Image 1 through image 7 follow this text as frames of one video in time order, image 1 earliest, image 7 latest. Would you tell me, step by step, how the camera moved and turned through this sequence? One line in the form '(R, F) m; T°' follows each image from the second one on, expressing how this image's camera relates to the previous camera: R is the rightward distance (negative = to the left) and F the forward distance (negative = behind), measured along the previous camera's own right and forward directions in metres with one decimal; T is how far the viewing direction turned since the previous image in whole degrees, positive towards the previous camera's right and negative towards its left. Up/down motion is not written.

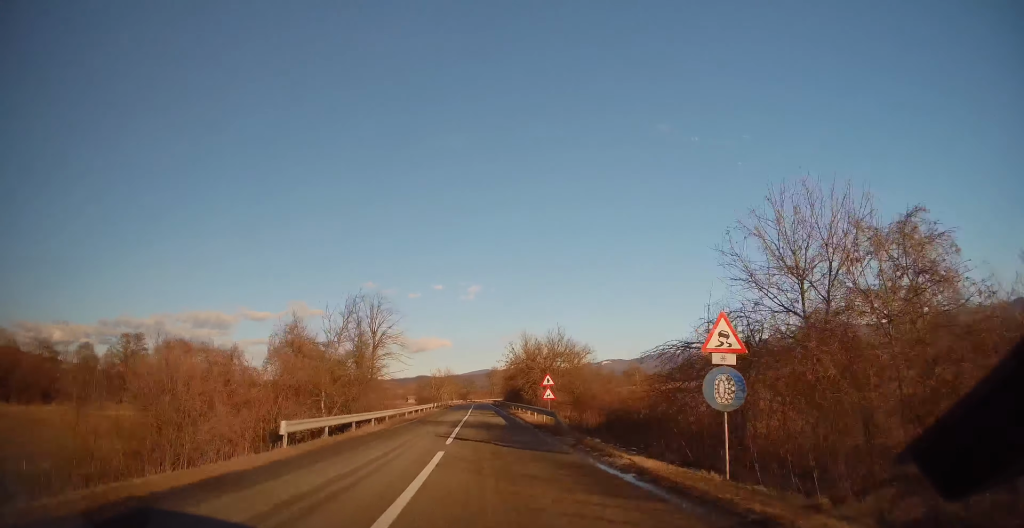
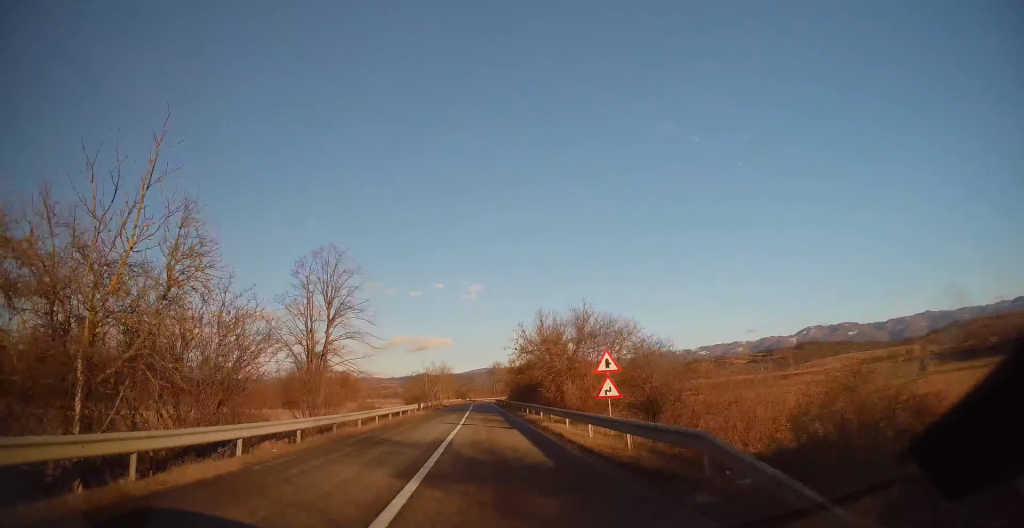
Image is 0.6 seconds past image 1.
(0.0, +14.9) m; 0°
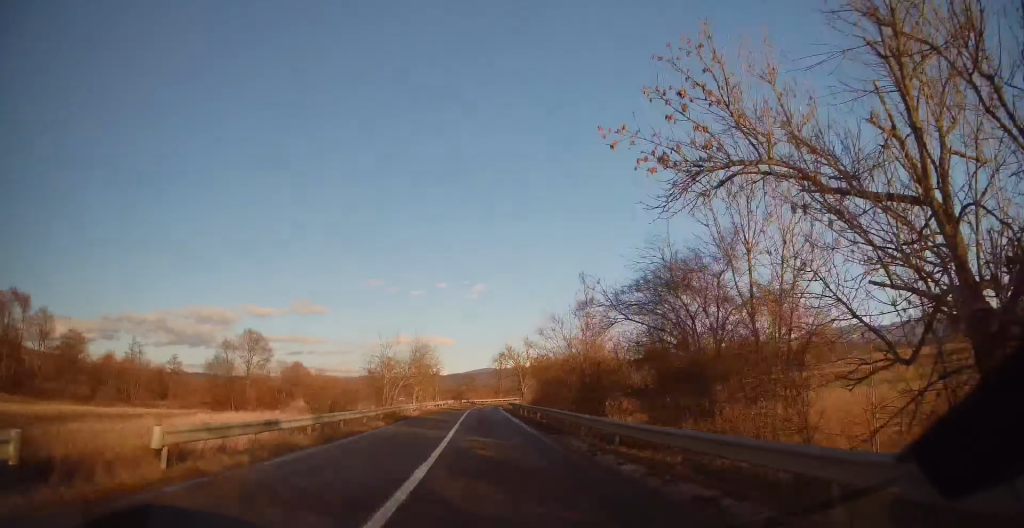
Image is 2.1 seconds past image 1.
(-0.1, +38.5) m; 0°
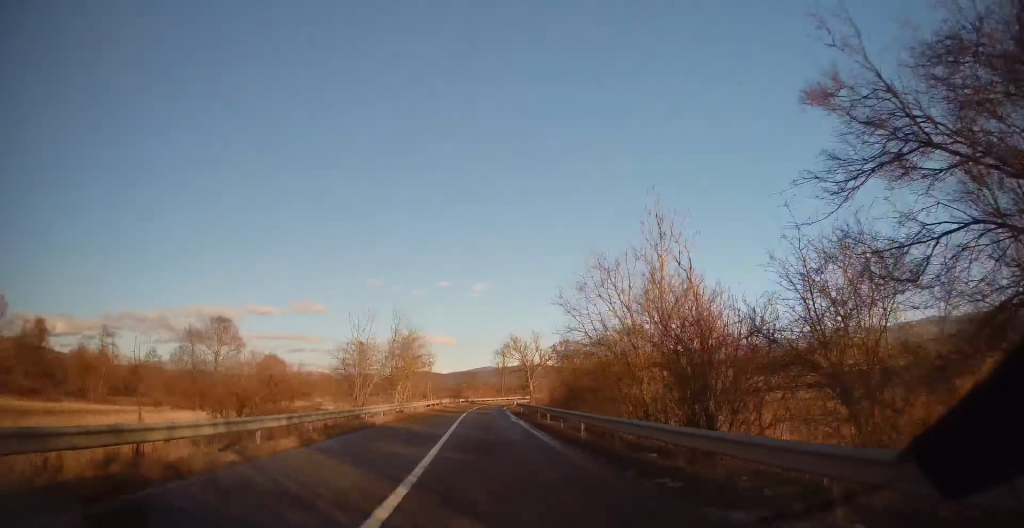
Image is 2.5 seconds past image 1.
(0.0, +11.8) m; 0°
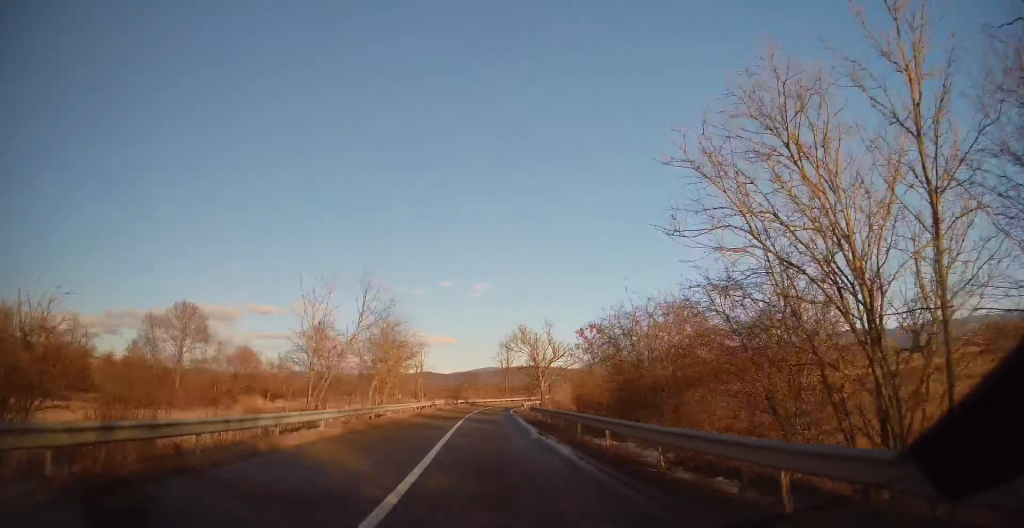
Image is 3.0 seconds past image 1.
(0.0, +10.8) m; 0°
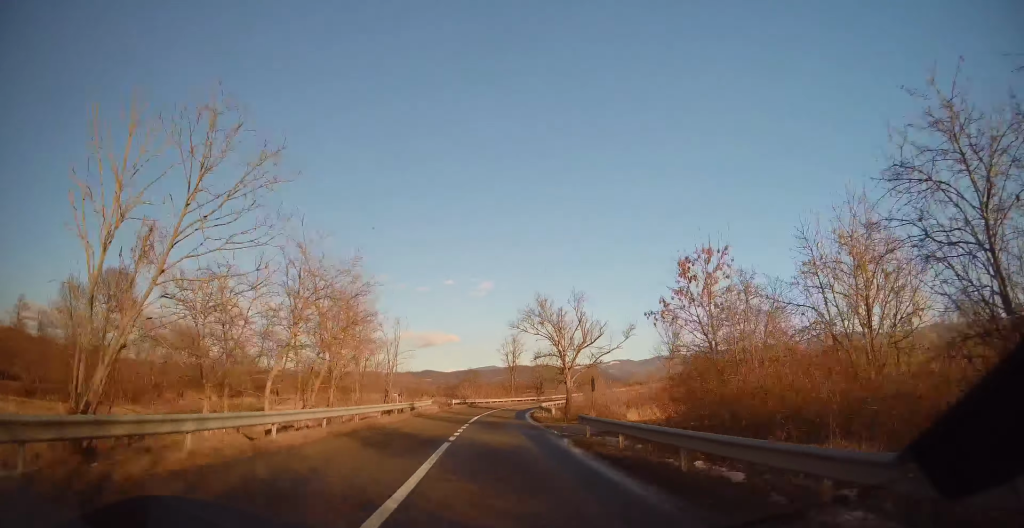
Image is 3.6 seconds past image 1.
(-0.1, +16.4) m; +1°
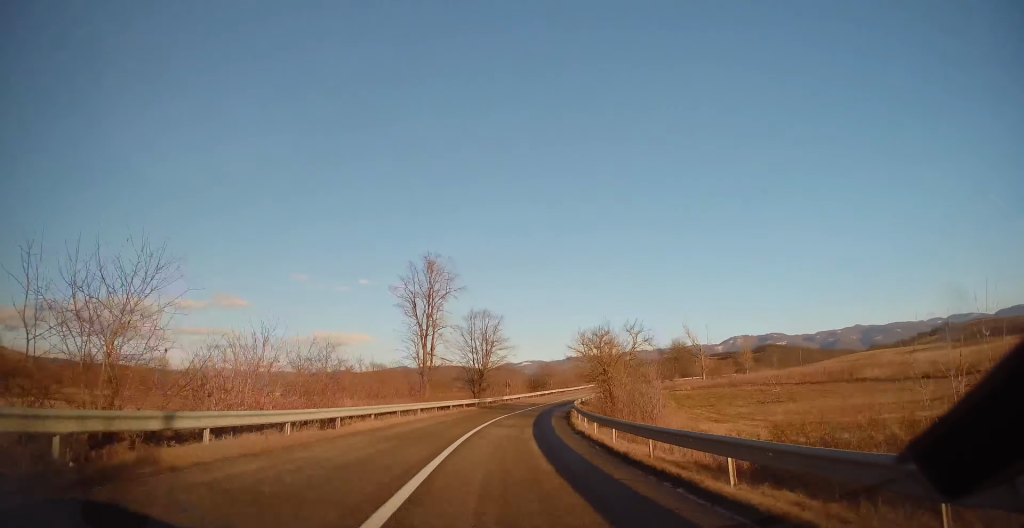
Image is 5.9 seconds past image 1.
(+4.0, +54.4) m; +10°
